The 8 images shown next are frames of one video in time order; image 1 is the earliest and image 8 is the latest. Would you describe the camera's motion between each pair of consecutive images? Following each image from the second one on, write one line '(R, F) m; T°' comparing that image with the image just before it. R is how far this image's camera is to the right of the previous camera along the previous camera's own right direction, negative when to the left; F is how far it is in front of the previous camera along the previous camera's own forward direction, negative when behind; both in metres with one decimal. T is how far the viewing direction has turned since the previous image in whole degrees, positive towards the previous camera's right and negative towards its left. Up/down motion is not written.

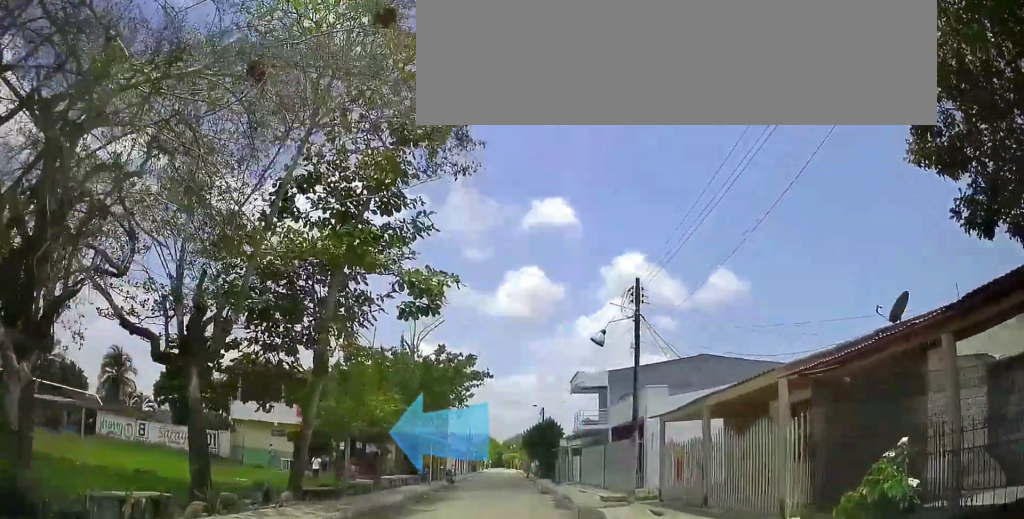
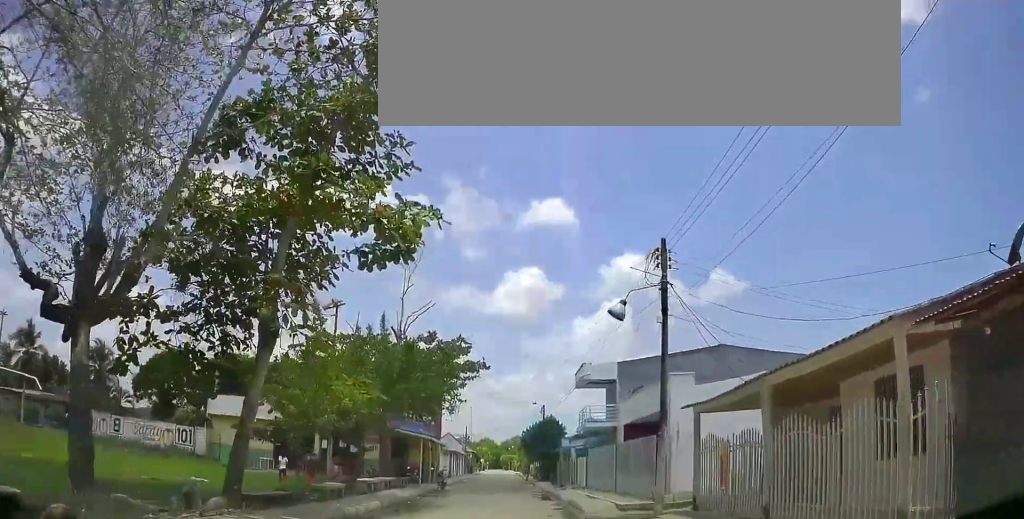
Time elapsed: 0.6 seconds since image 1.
(-0.3, +3.0) m; -4°
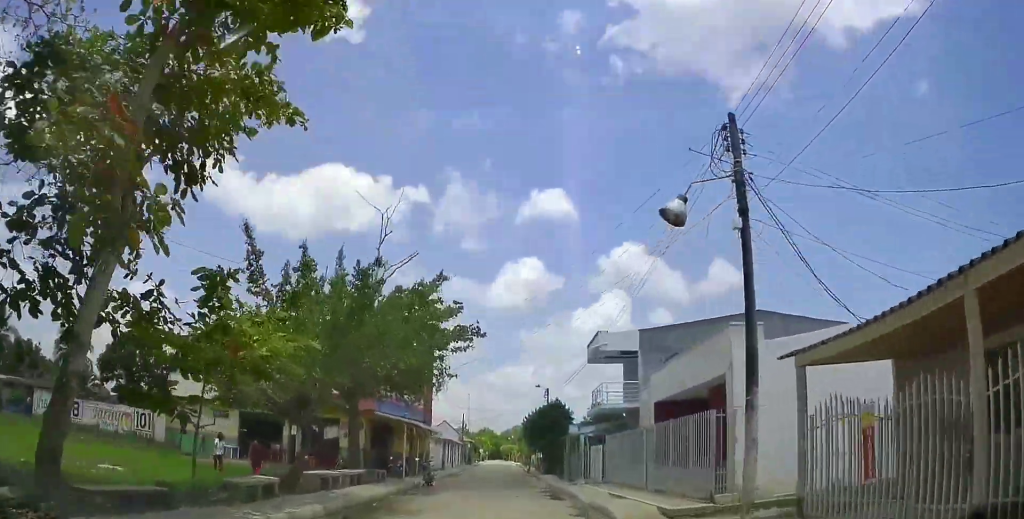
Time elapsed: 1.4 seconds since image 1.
(-0.1, +4.7) m; -2°
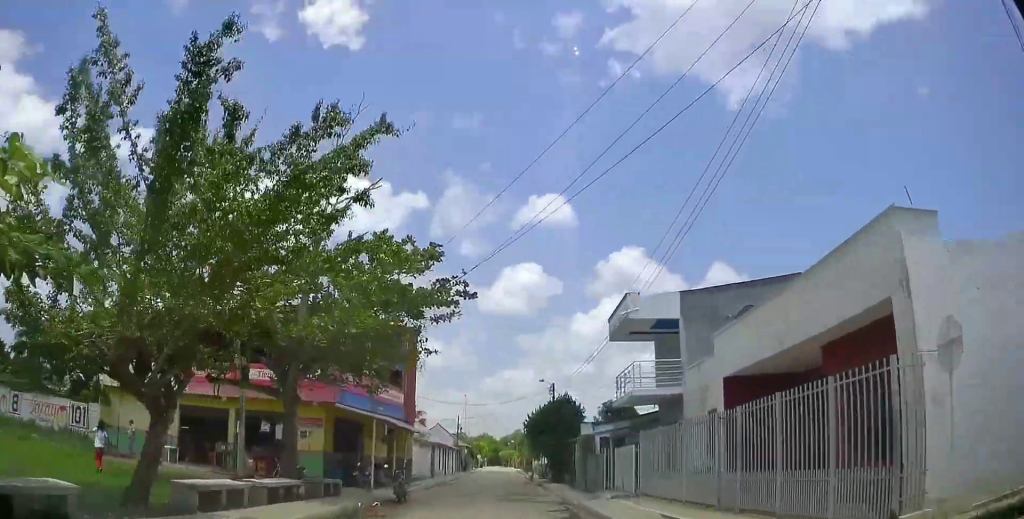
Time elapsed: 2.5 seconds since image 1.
(0.0, +6.5) m; +3°
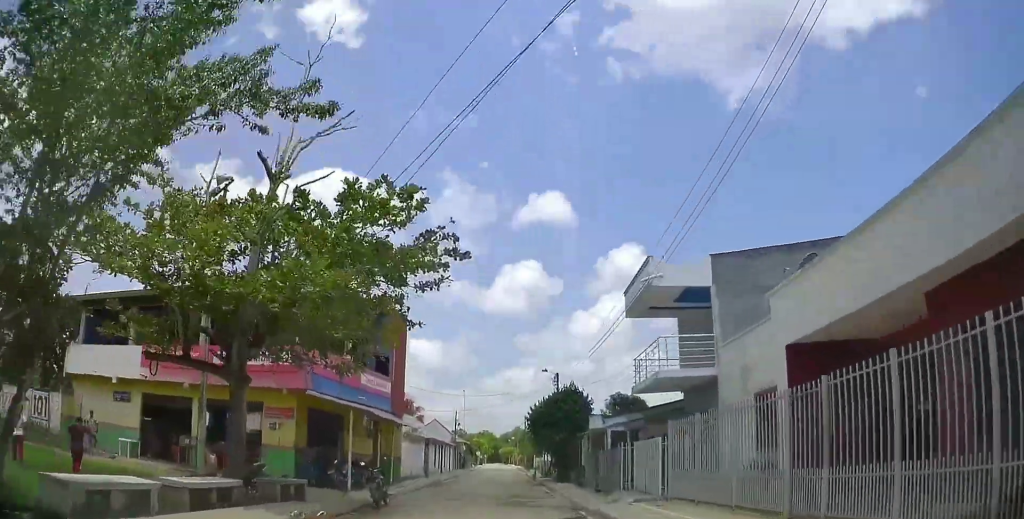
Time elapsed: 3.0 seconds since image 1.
(0.0, +3.3) m; +2°
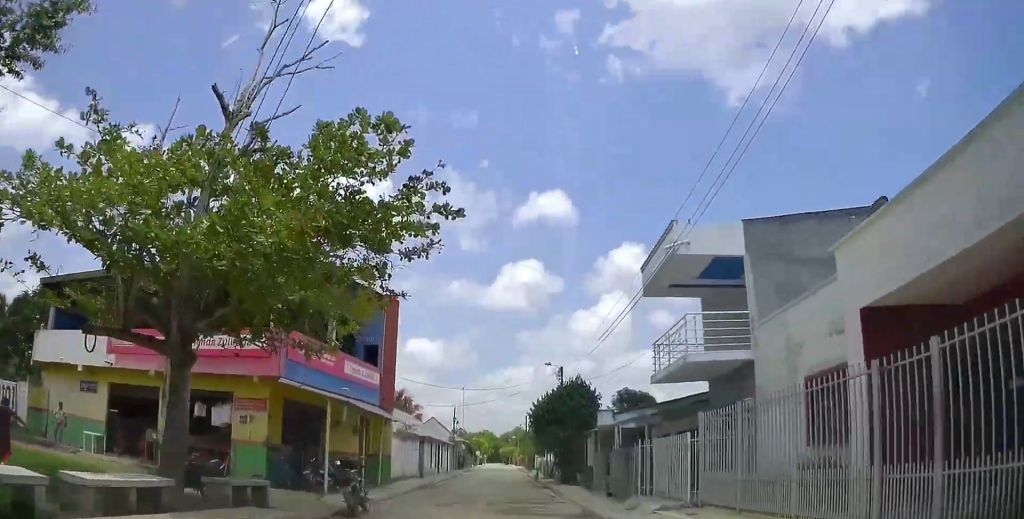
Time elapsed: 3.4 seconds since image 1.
(+0.2, +2.6) m; 0°
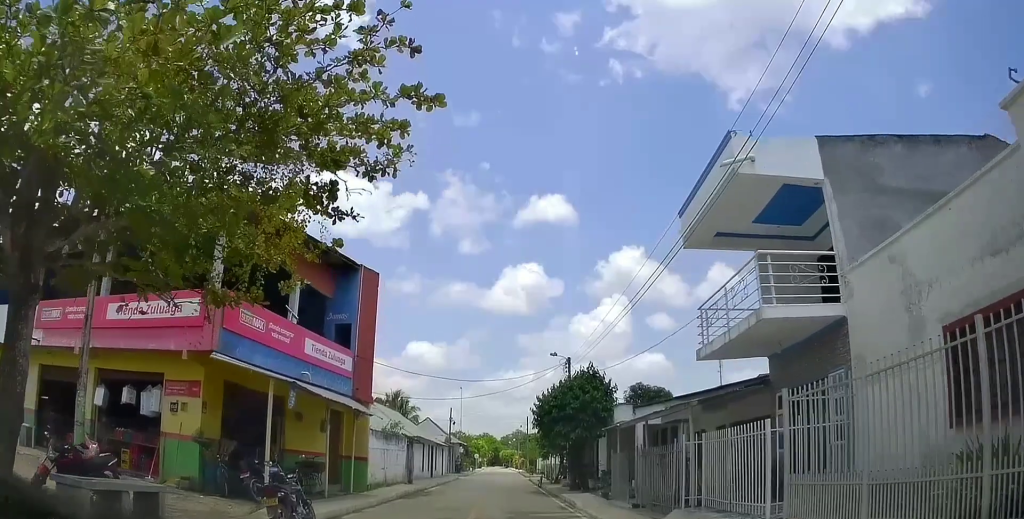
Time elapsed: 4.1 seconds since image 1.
(+0.1, +4.3) m; 0°
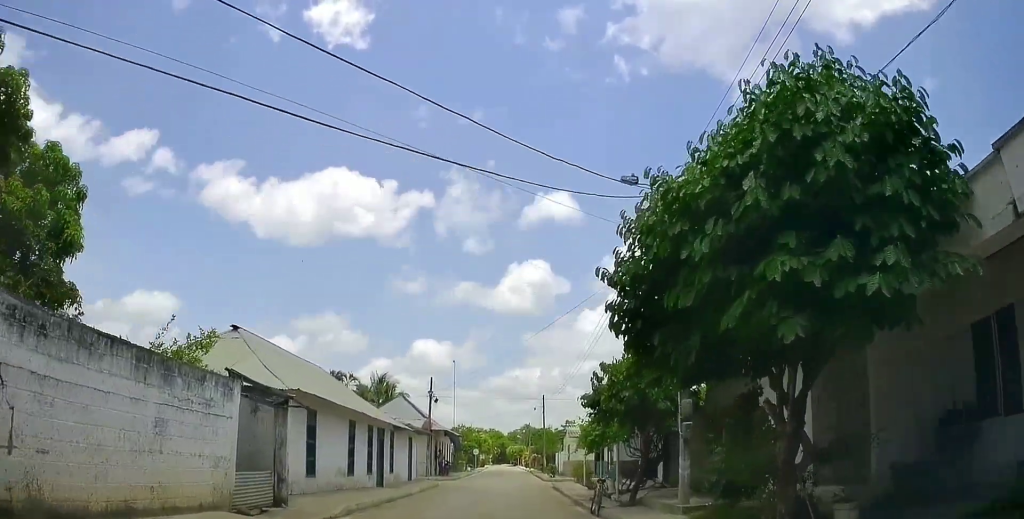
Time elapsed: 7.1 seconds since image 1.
(-0.3, +17.9) m; 0°
